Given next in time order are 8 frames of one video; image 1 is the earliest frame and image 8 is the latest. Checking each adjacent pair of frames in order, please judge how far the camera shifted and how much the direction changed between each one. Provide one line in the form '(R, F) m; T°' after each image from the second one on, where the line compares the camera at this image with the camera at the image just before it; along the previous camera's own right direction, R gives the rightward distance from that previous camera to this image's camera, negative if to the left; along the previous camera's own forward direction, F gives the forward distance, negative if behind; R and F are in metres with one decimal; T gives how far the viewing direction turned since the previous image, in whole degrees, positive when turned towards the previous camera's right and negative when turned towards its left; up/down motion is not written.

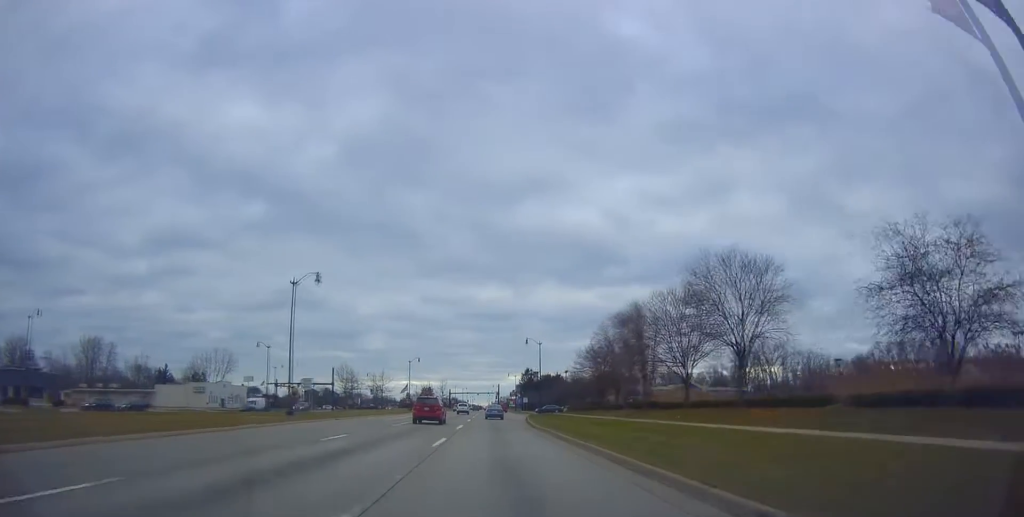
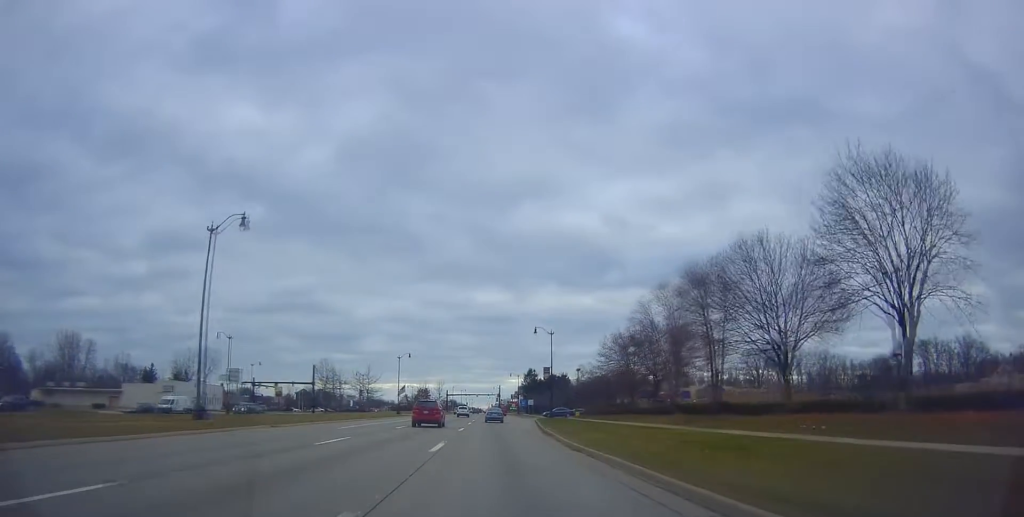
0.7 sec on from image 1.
(+0.1, +15.6) m; -1°
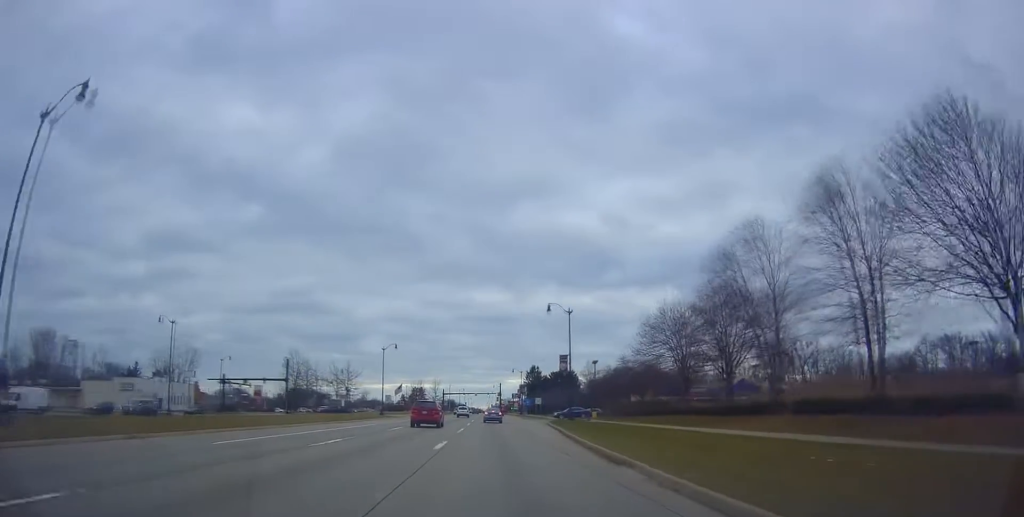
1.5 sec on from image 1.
(-0.9, +16.3) m; 0°
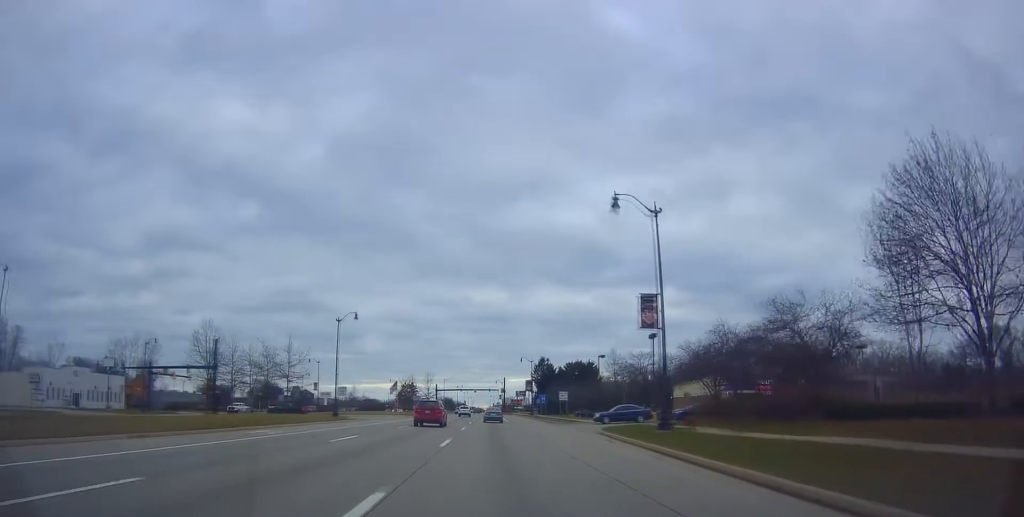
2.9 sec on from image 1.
(+2.3, +29.6) m; +6°
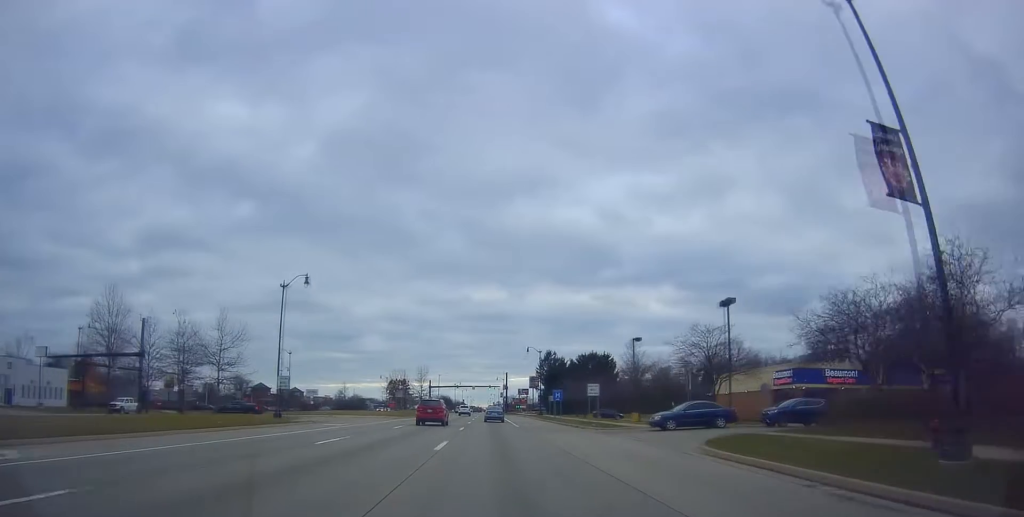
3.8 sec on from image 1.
(+0.3, +18.3) m; 0°
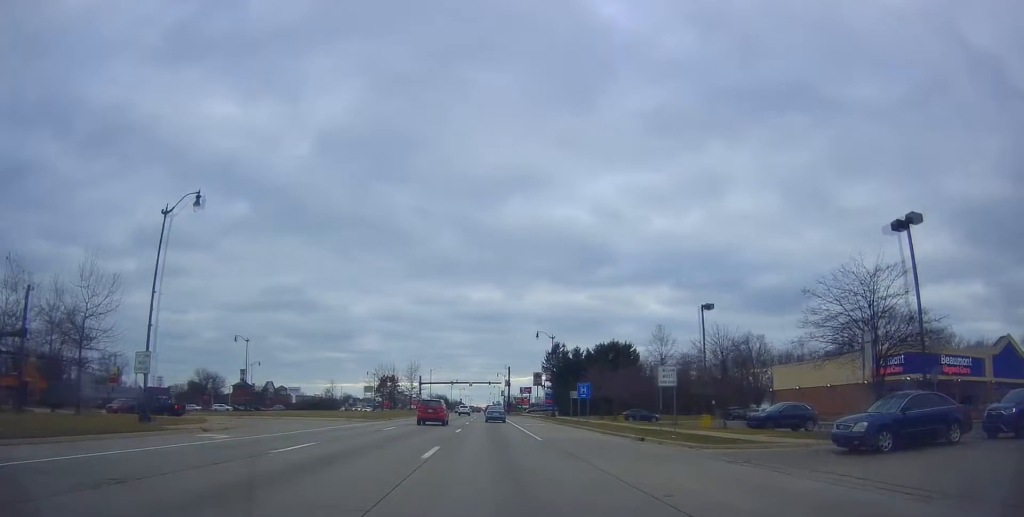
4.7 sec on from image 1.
(-0.5, +19.1) m; 0°
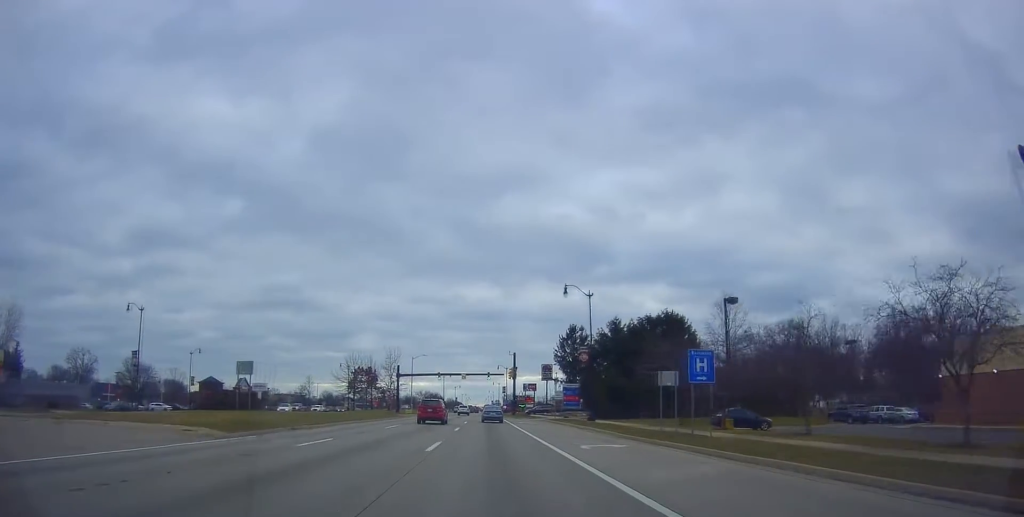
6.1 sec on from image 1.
(+0.6, +28.3) m; -2°
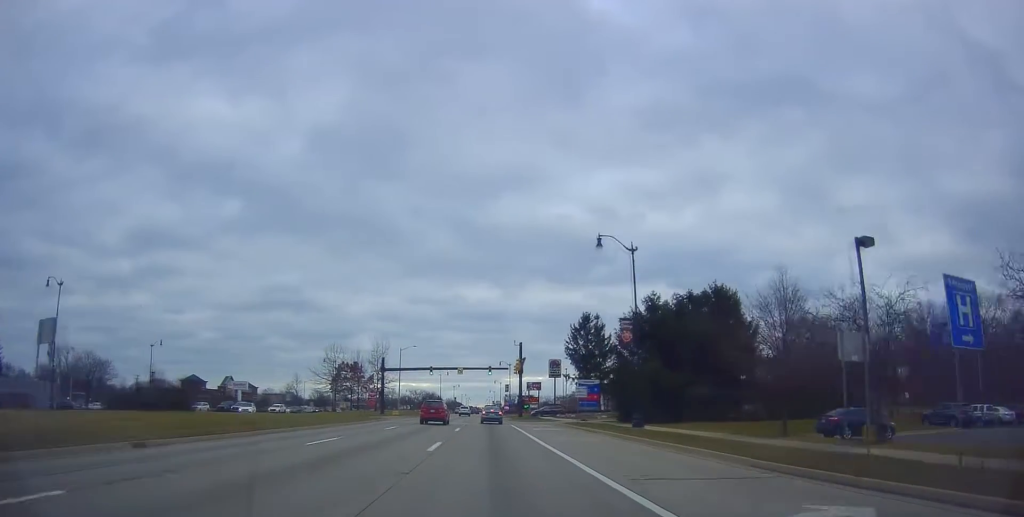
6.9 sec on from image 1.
(-0.4, +13.7) m; -1°
